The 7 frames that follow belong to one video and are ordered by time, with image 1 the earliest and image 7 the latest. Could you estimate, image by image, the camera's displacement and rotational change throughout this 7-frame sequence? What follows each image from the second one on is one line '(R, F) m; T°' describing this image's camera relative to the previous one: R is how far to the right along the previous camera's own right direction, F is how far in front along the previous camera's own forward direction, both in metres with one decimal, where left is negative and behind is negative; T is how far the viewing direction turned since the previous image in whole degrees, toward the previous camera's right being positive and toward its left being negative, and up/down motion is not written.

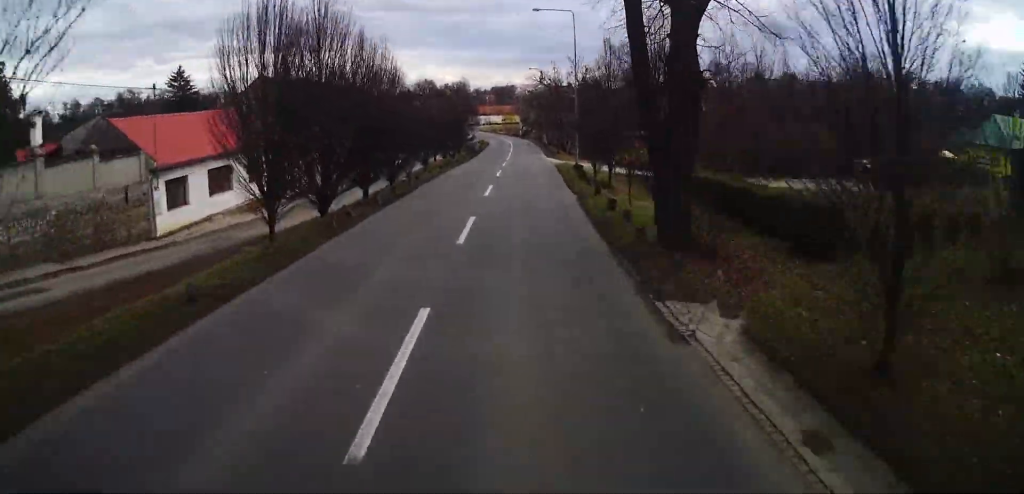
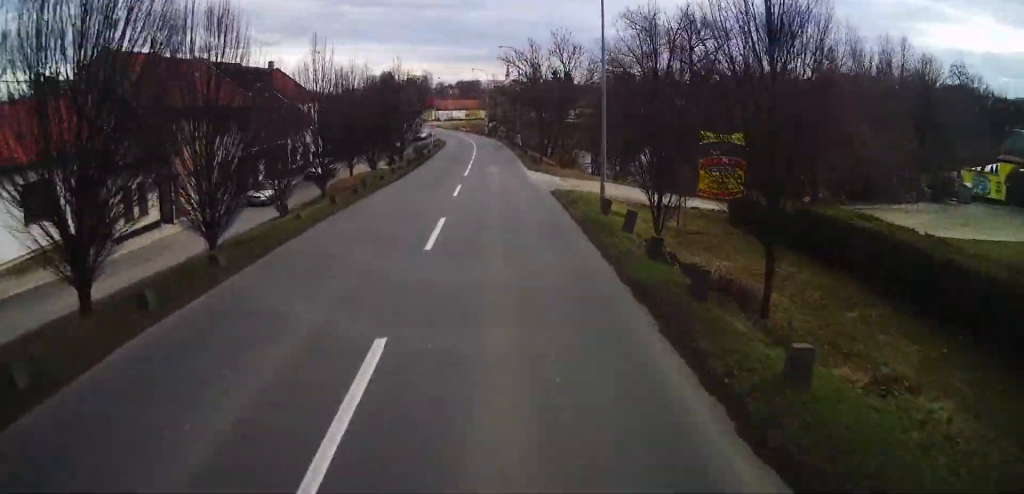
(0.0, +18.6) m; 0°
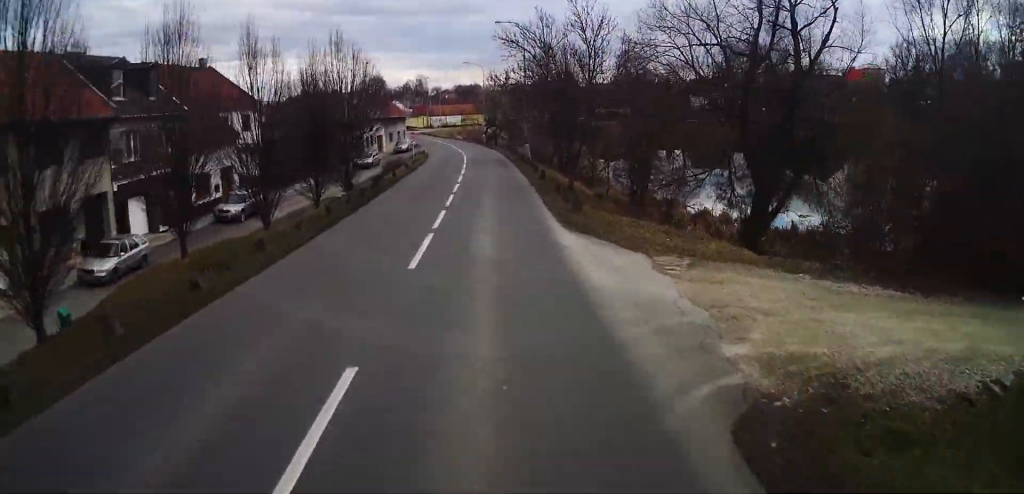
(0.0, +17.1) m; 0°
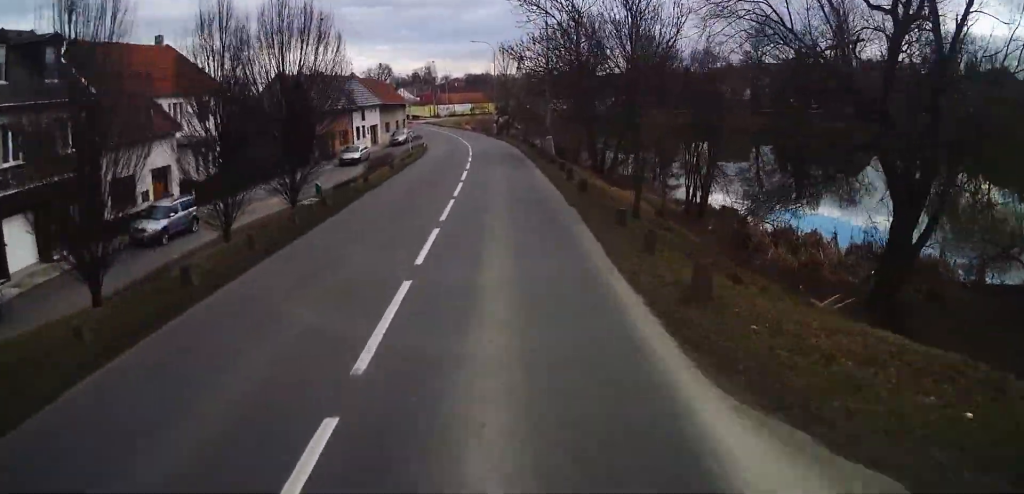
(0.0, +9.6) m; 0°
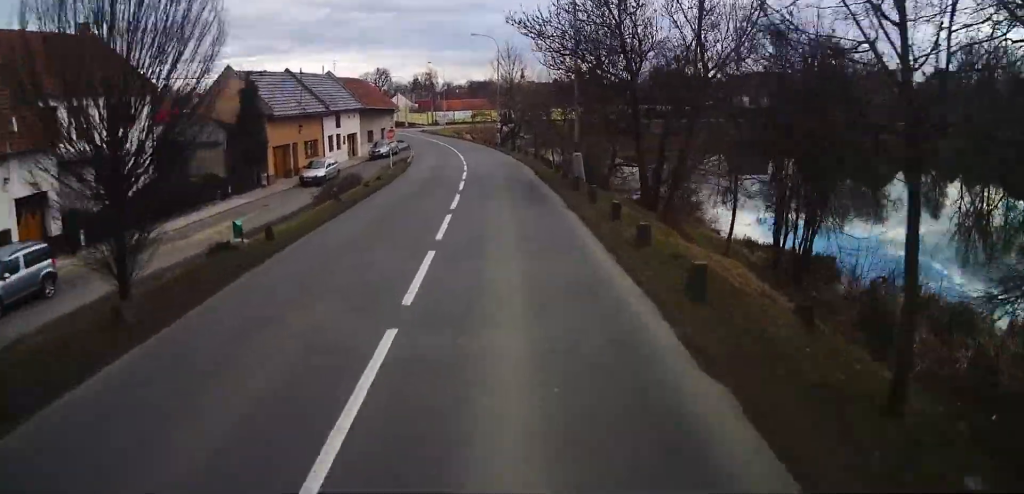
(0.0, +10.6) m; 0°
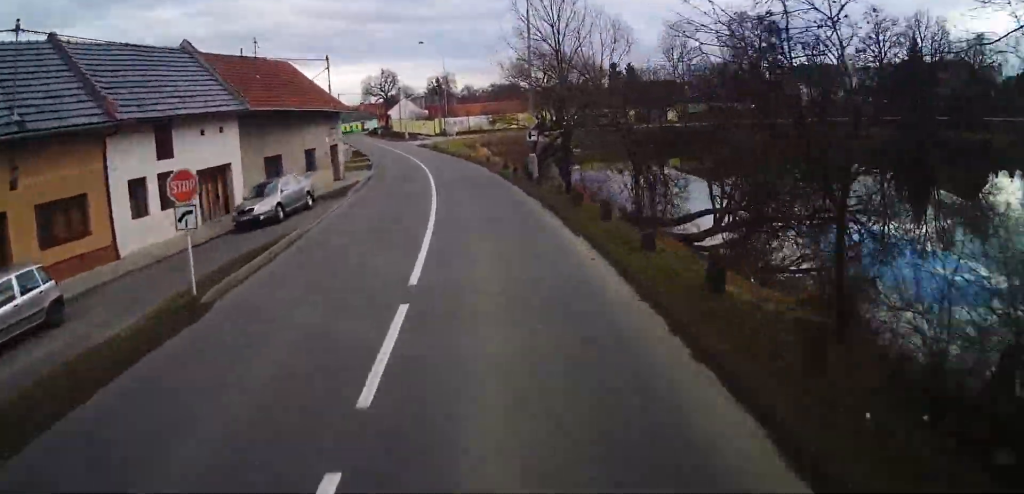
(0.0, +29.2) m; 0°
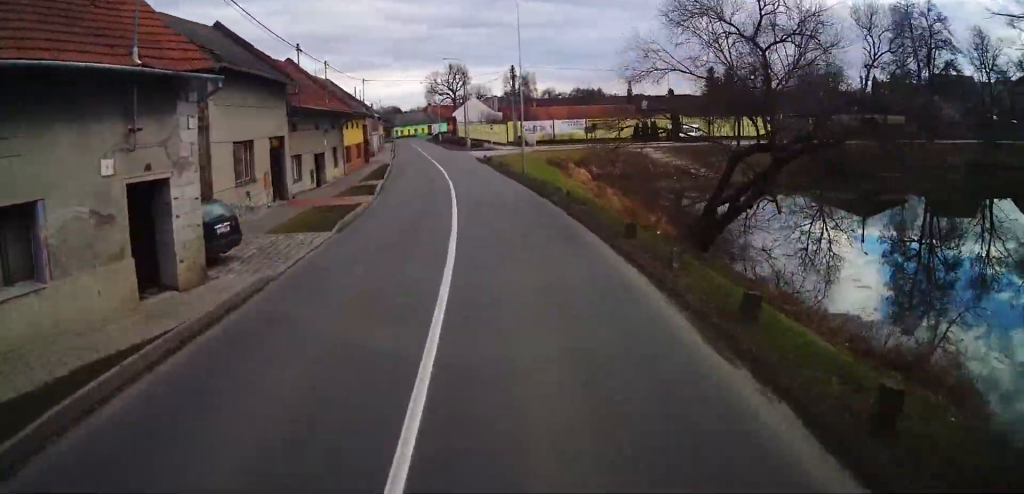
(0.0, +24.8) m; 0°
